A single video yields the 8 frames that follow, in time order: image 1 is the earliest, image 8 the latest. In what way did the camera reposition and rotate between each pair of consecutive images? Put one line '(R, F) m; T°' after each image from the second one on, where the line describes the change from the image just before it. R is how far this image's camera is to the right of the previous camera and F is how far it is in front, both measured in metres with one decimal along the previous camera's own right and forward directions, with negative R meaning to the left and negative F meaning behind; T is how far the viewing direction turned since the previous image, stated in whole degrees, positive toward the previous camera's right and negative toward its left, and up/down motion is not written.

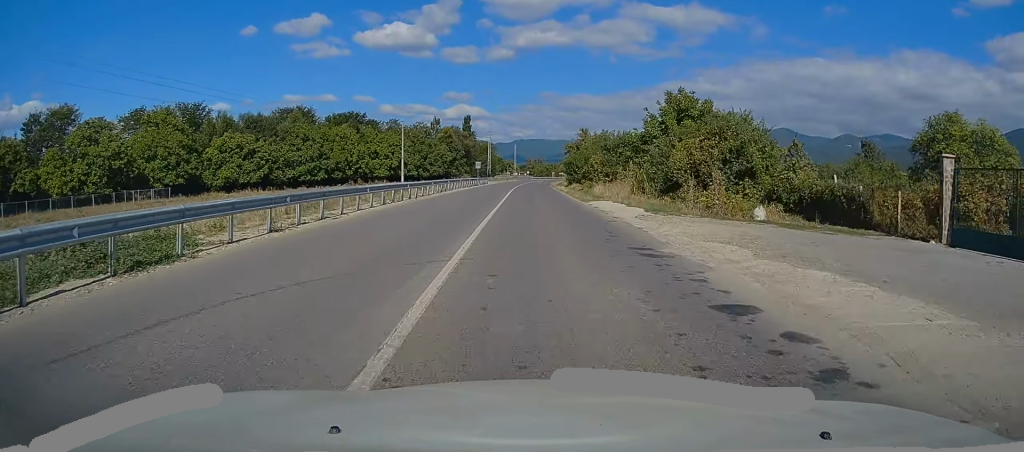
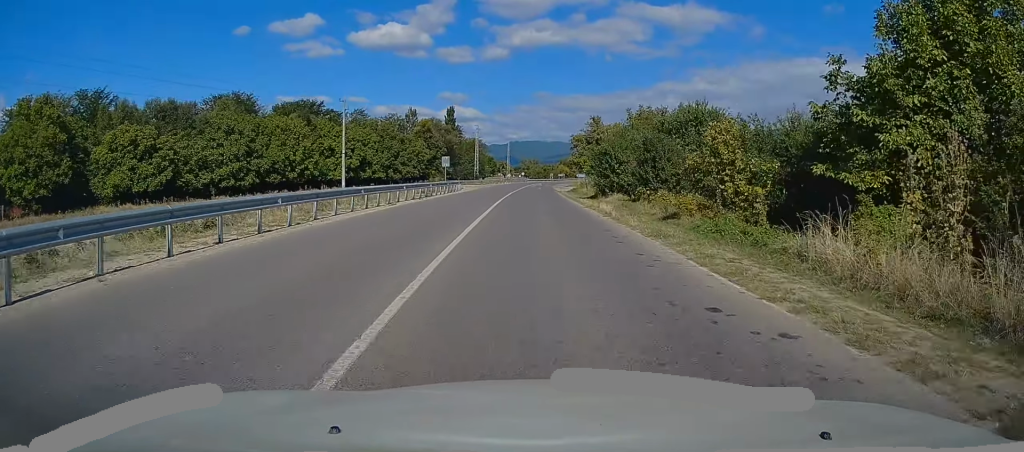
(+0.1, +31.7) m; +1°
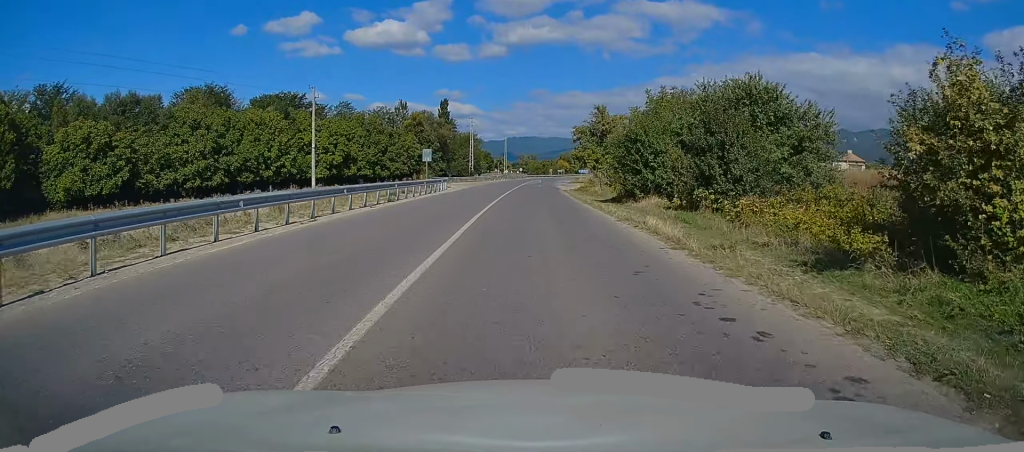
(+0.2, +9.9) m; 0°
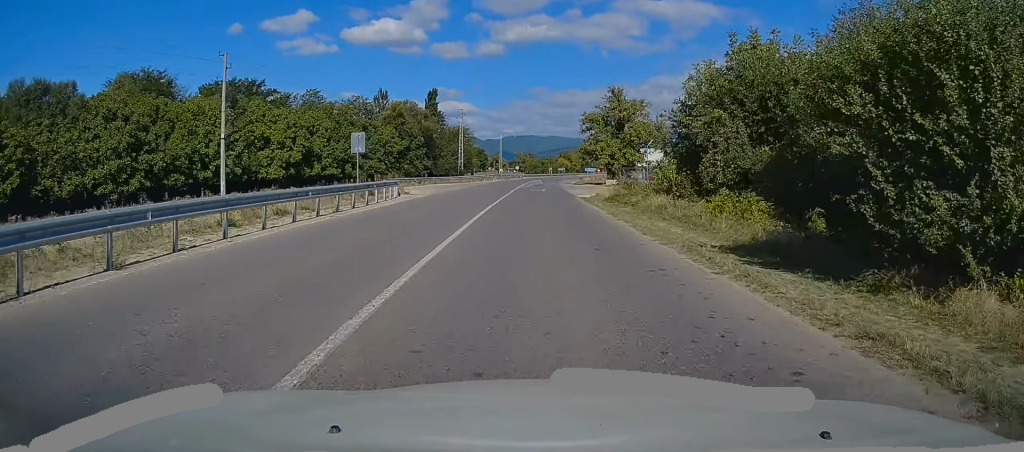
(-0.2, +19.5) m; 0°
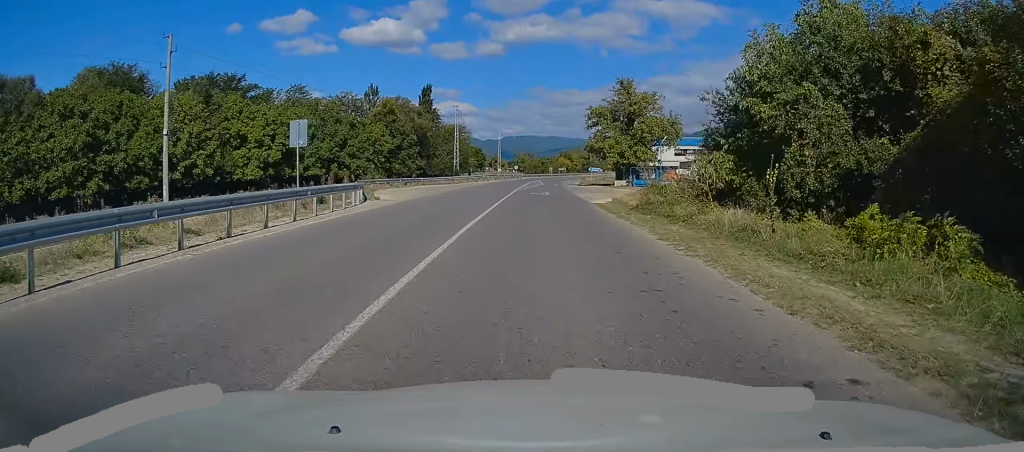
(+0.2, +7.6) m; 0°
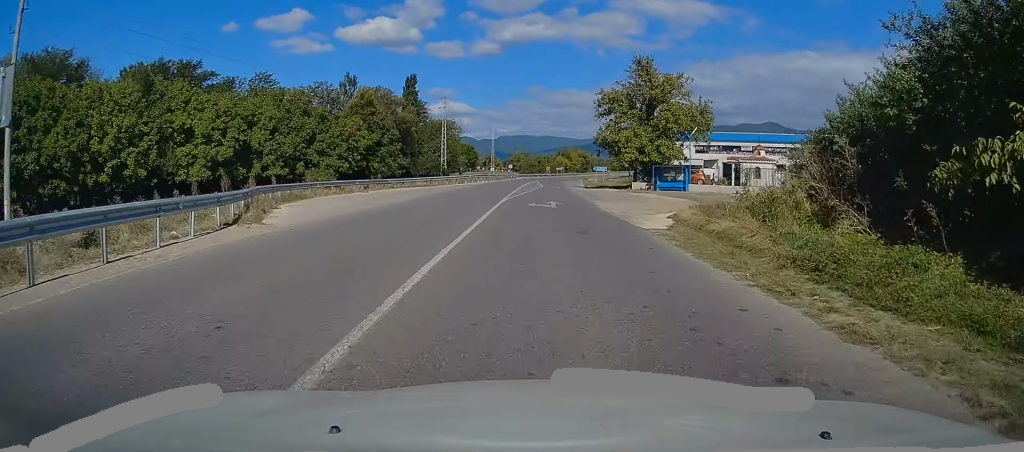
(+0.1, +13.4) m; 0°
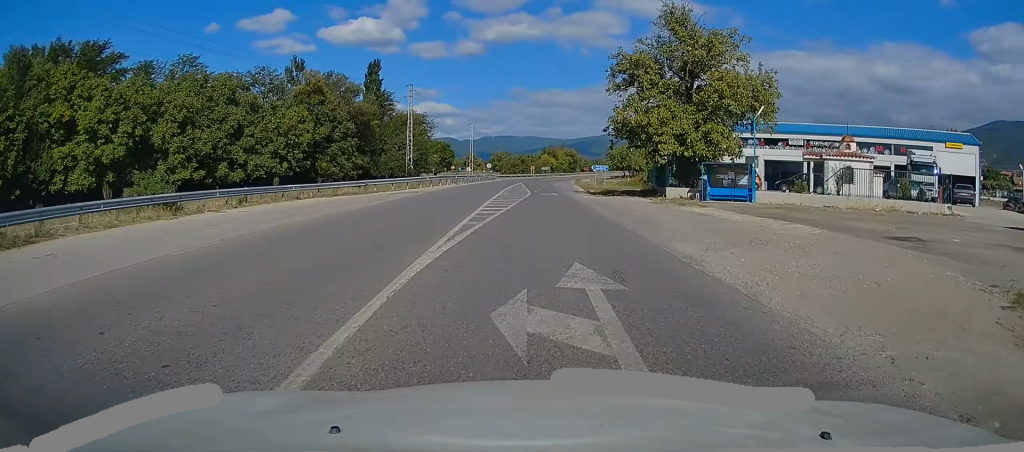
(0.0, +18.6) m; +1°
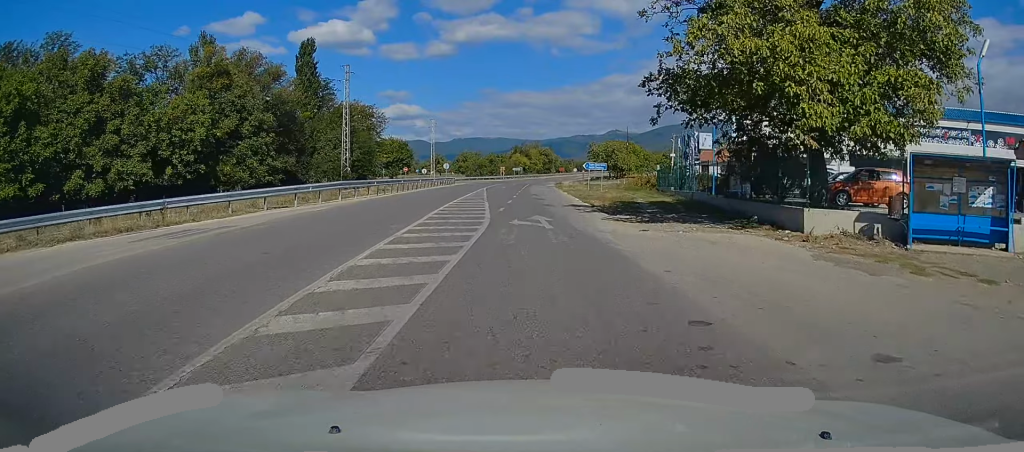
(+0.7, +21.0) m; +3°
